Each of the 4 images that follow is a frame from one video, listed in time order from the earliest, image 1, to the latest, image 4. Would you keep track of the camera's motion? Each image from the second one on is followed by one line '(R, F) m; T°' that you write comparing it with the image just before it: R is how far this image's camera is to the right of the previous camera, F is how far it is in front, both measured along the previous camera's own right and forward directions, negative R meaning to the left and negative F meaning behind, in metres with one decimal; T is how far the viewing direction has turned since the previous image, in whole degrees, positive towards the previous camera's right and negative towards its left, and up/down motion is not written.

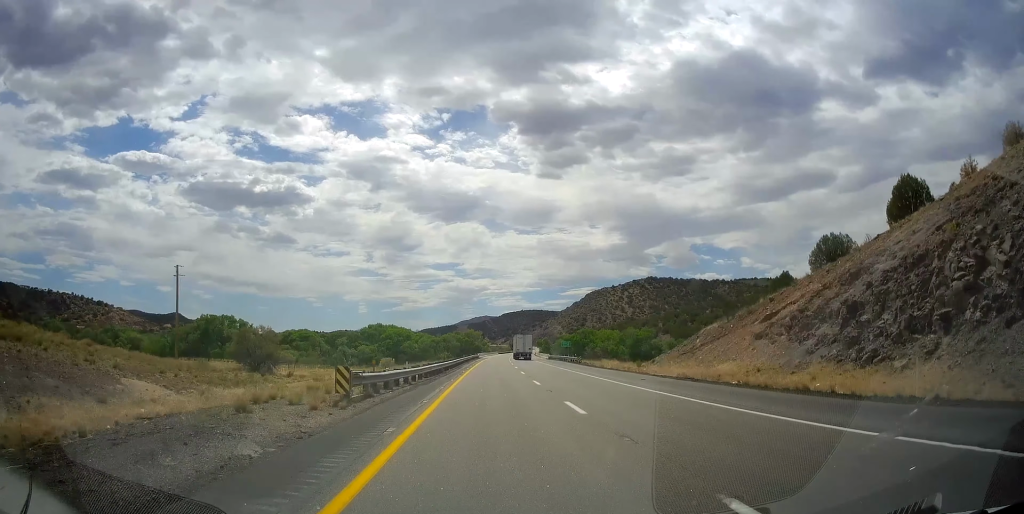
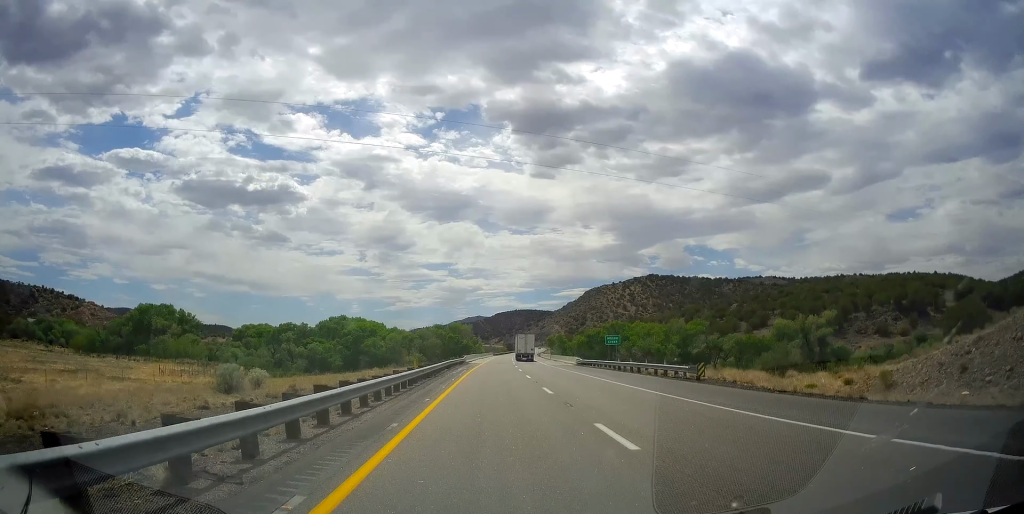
(+0.6, +41.8) m; +1°
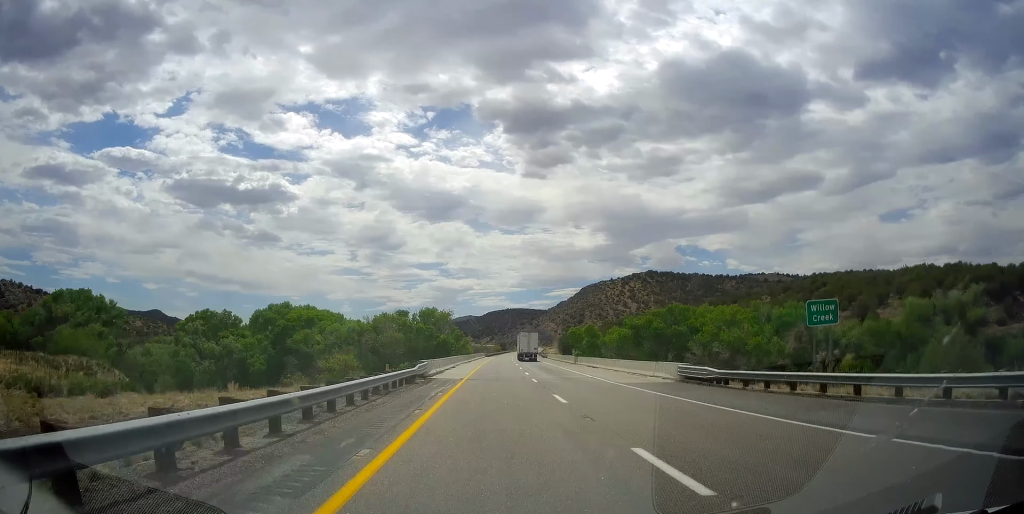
(+0.1, +39.6) m; 0°
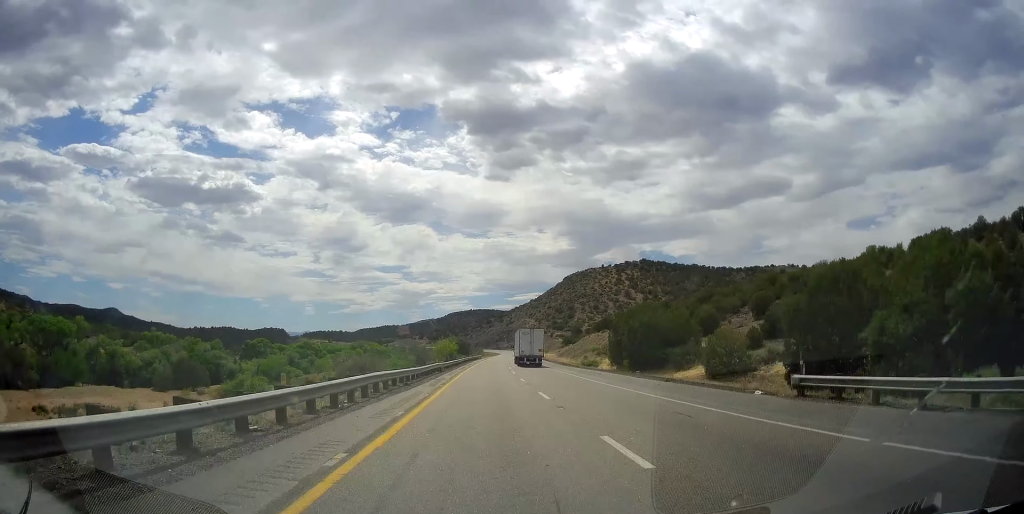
(+4.4, +140.3) m; +4°
